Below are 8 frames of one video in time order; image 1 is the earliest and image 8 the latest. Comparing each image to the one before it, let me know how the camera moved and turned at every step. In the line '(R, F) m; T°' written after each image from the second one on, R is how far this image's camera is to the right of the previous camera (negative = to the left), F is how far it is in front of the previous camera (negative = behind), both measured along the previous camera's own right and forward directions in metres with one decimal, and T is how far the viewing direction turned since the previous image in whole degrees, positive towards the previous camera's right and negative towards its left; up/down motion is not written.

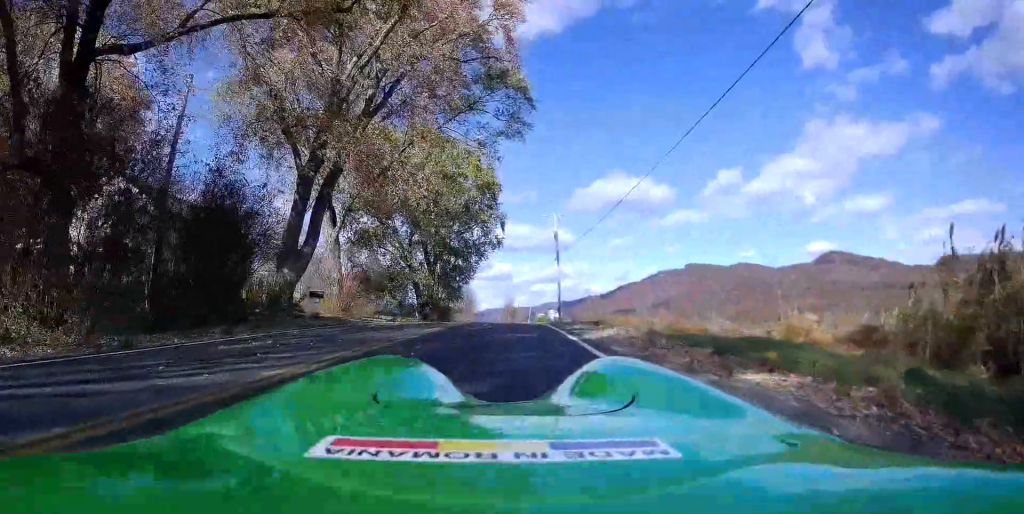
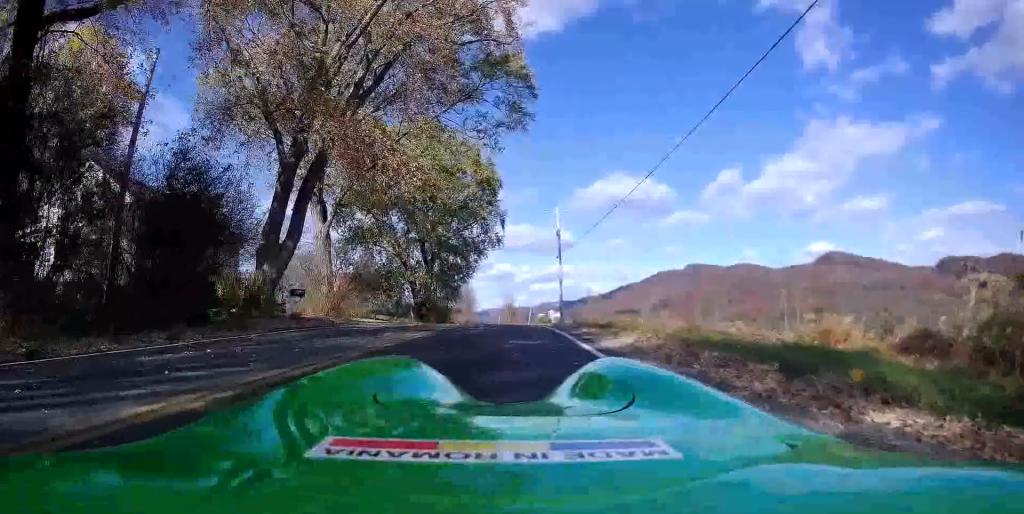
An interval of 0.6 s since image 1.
(+0.1, +2.3) m; +2°
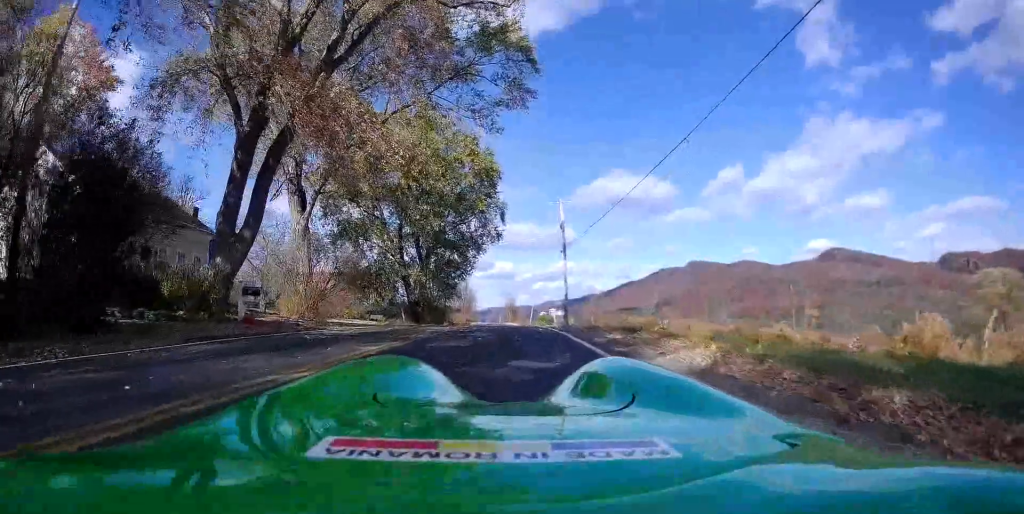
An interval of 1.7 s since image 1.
(0.0, +4.4) m; 0°
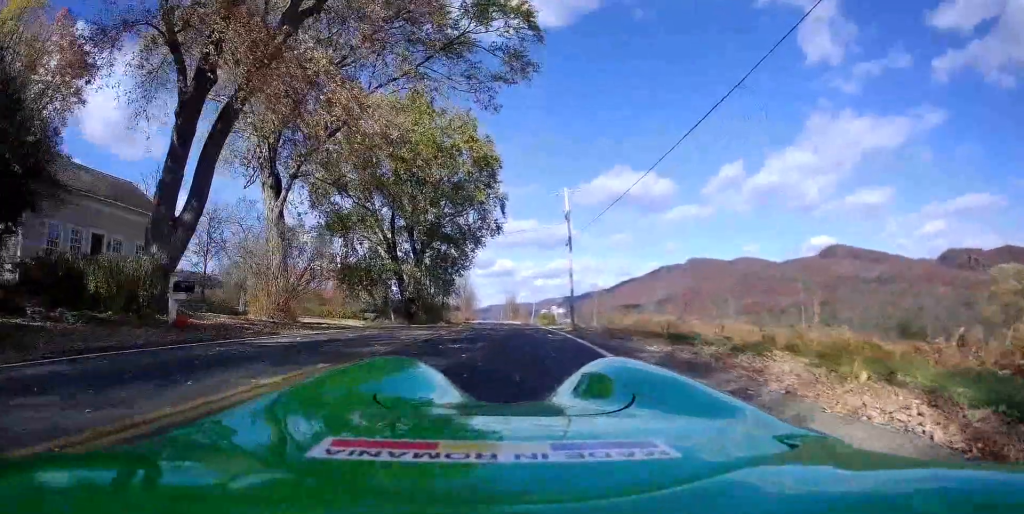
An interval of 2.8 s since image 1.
(0.0, +4.1) m; 0°
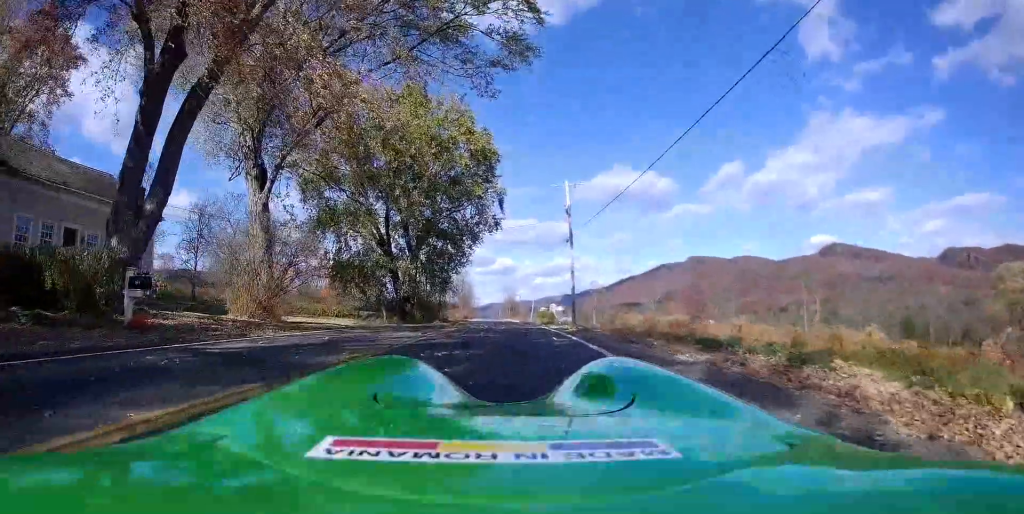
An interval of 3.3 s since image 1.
(0.0, +1.9) m; 0°
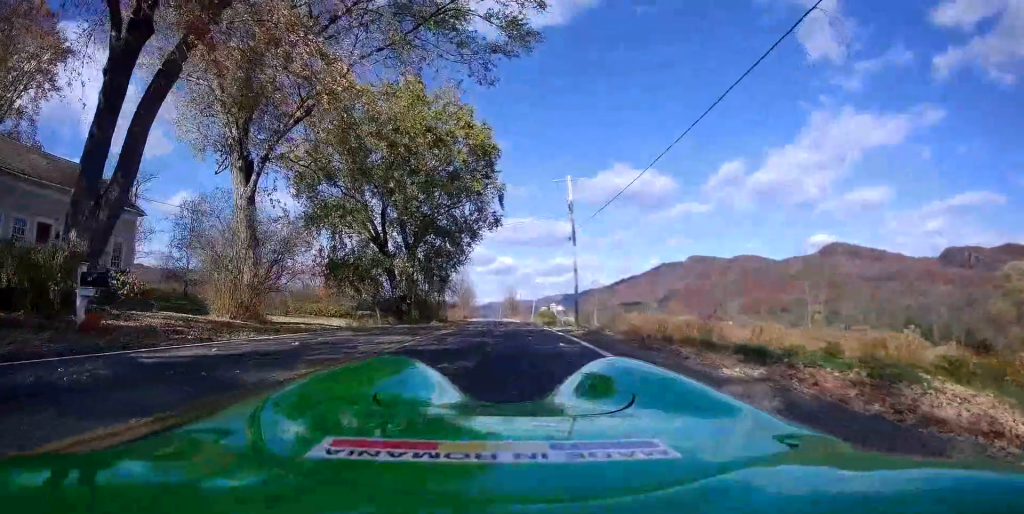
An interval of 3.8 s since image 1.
(0.0, +1.7) m; 0°
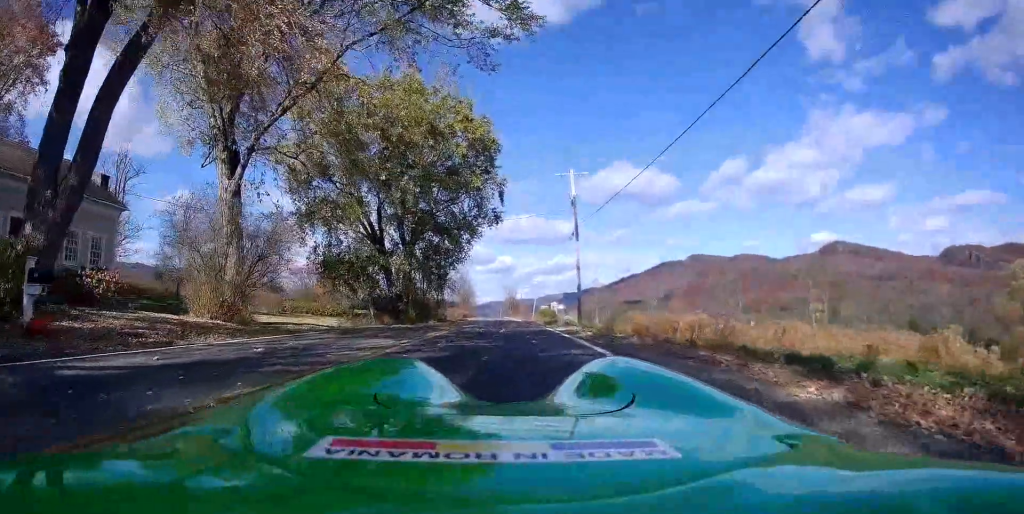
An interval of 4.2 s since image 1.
(0.0, +1.7) m; 0°
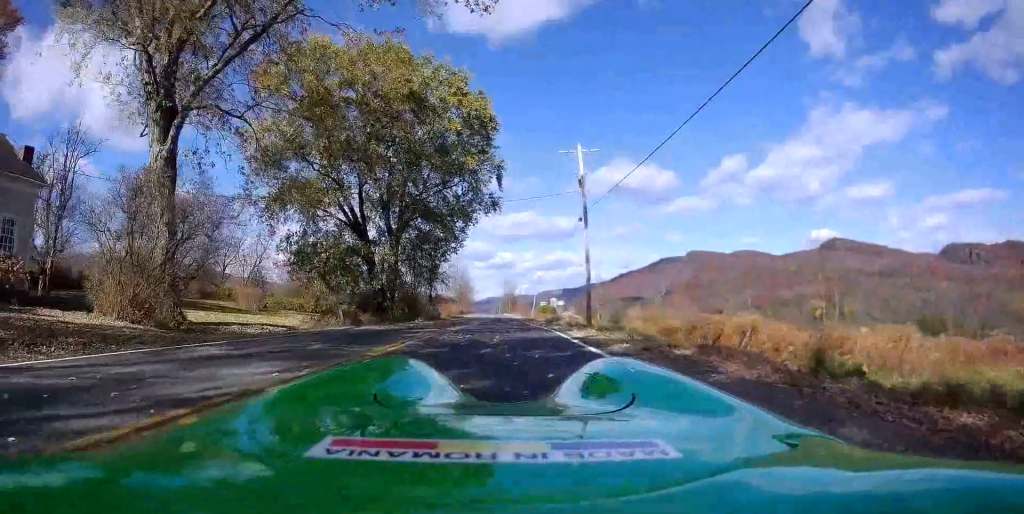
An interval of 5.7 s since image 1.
(0.0, +5.6) m; 0°
